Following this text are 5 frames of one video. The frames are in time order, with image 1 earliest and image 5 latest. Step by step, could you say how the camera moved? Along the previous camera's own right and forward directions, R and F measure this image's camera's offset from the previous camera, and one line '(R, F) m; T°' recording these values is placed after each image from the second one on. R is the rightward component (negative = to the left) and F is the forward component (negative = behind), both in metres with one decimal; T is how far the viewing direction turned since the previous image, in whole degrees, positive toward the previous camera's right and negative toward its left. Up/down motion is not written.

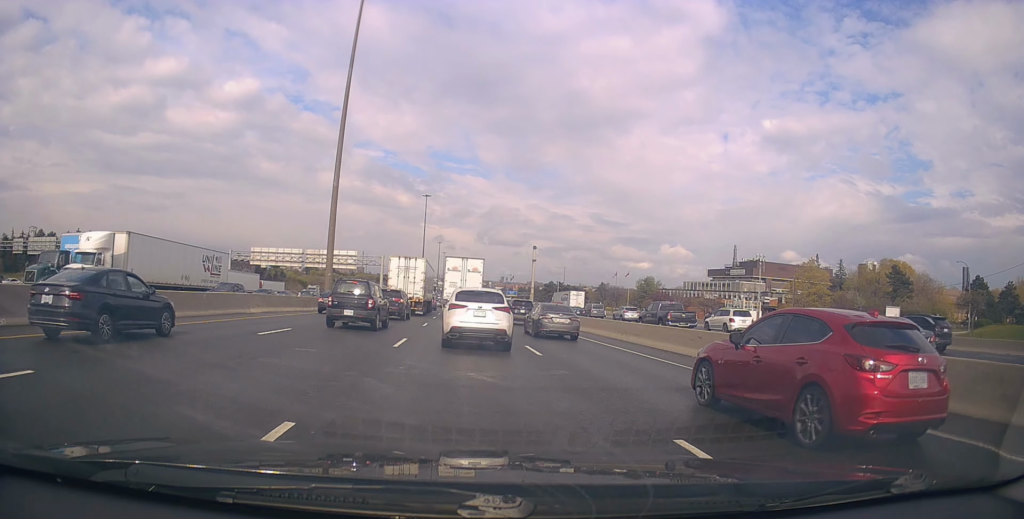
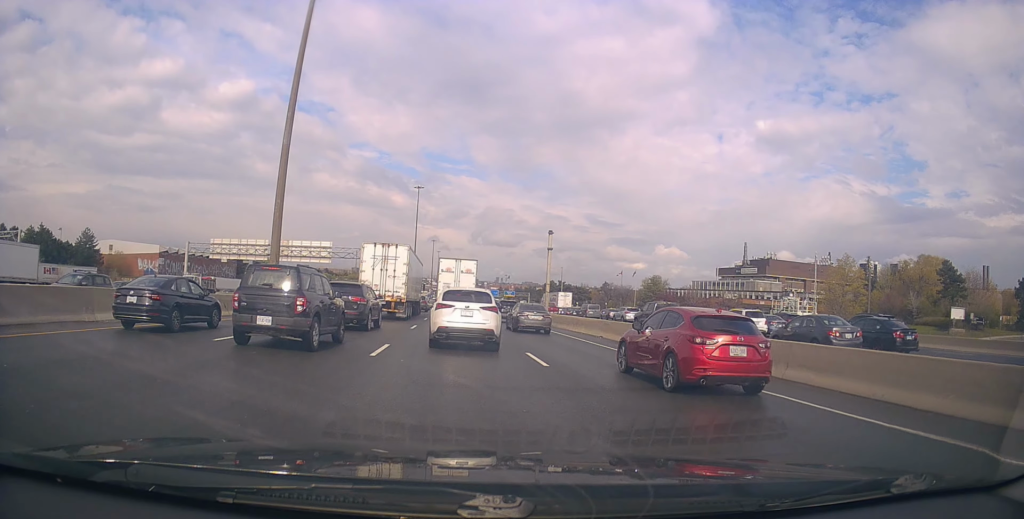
(-0.9, +14.5) m; -1°
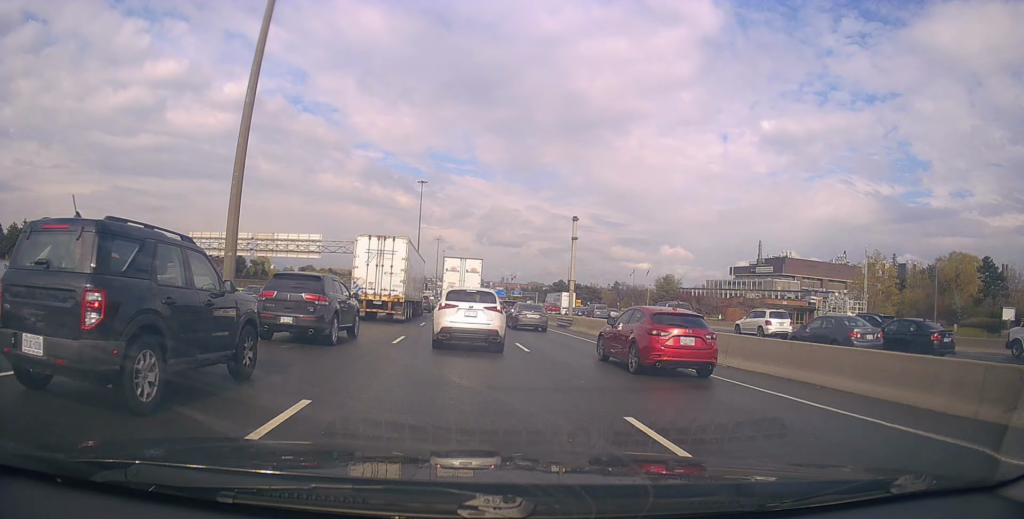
(+0.2, +8.4) m; 0°
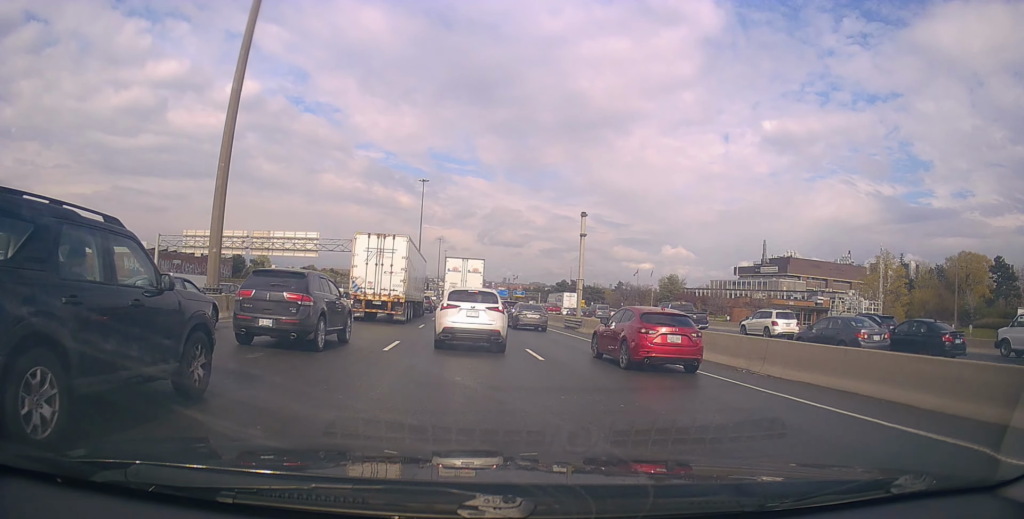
(-0.1, +2.4) m; 0°
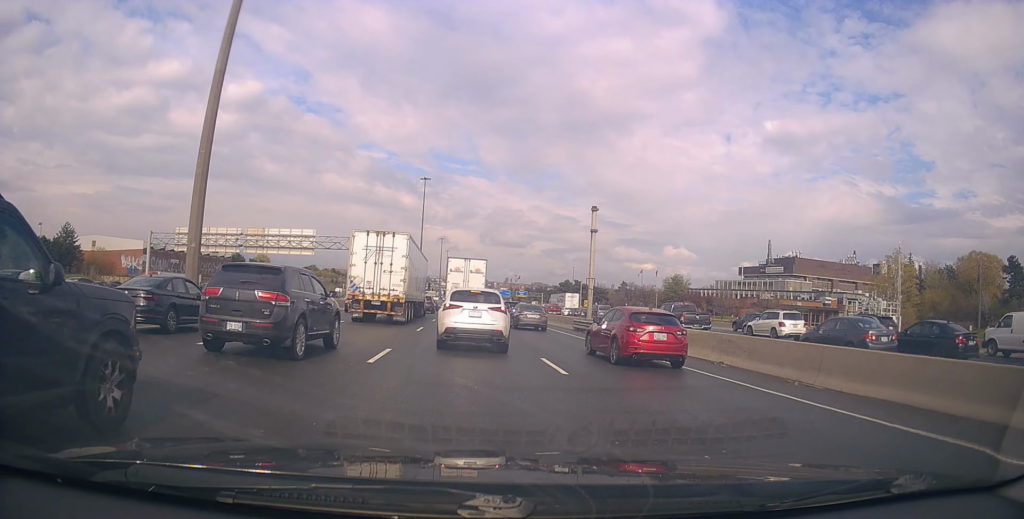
(+0.1, +2.6) m; +2°
